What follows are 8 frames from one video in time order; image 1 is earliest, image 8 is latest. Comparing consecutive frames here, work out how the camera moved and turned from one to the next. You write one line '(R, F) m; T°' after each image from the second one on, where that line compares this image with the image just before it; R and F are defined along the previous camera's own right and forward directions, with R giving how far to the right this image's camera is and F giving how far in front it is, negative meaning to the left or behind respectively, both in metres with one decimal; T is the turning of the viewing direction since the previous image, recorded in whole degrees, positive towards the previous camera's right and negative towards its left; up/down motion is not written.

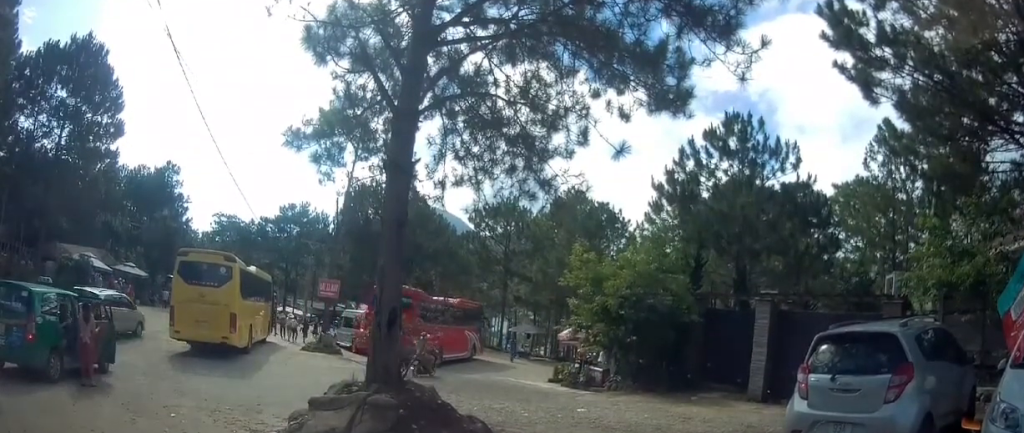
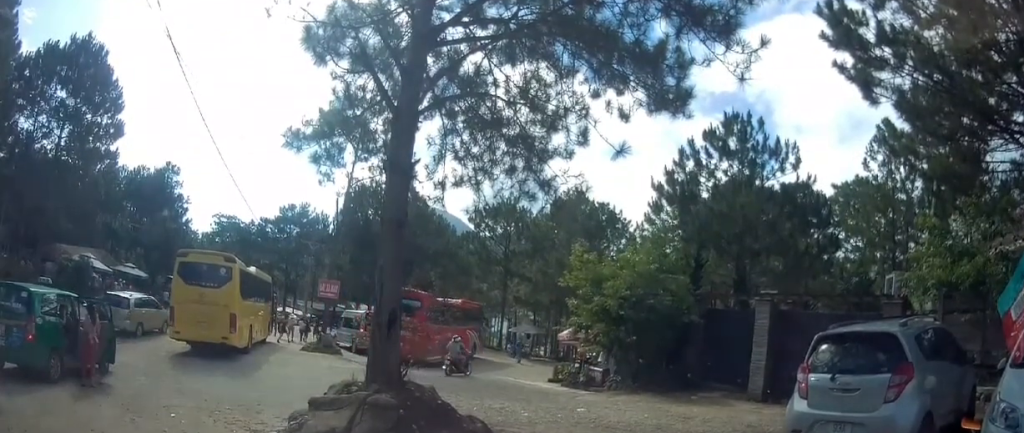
(0.0, 0.0) m; 0°
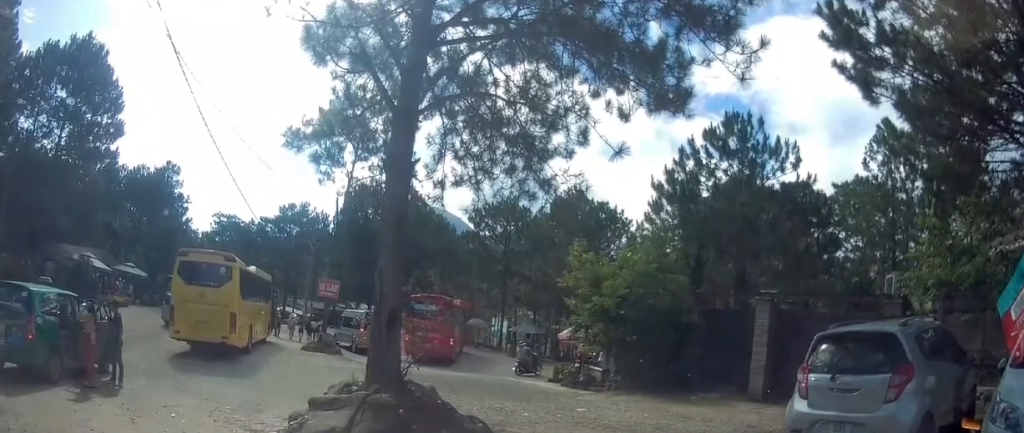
(0.0, 0.0) m; 0°
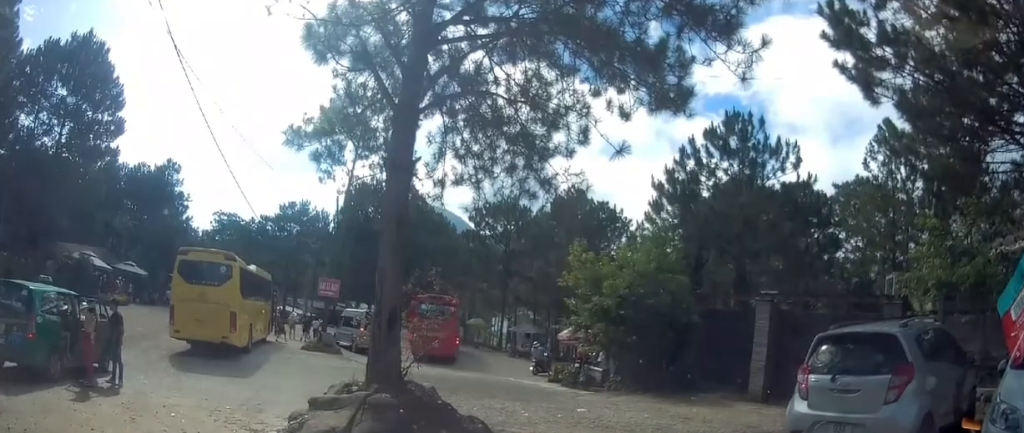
(0.0, 0.0) m; 0°
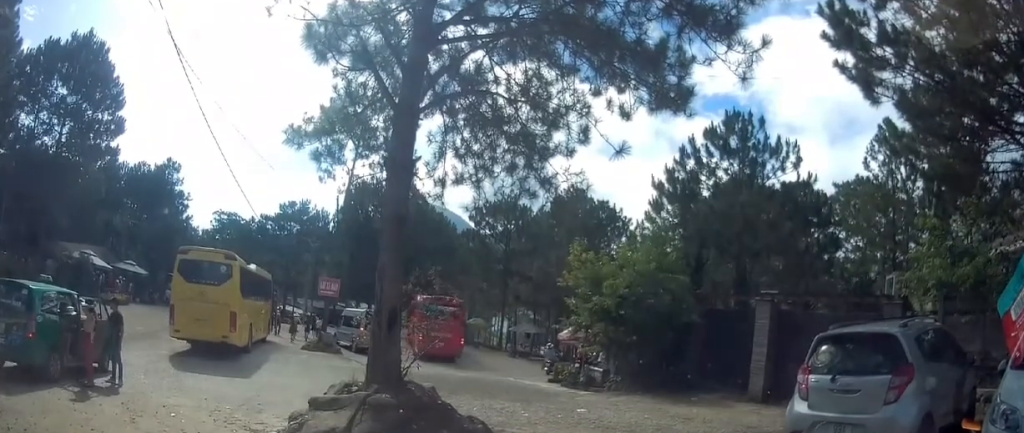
(0.0, 0.0) m; 0°
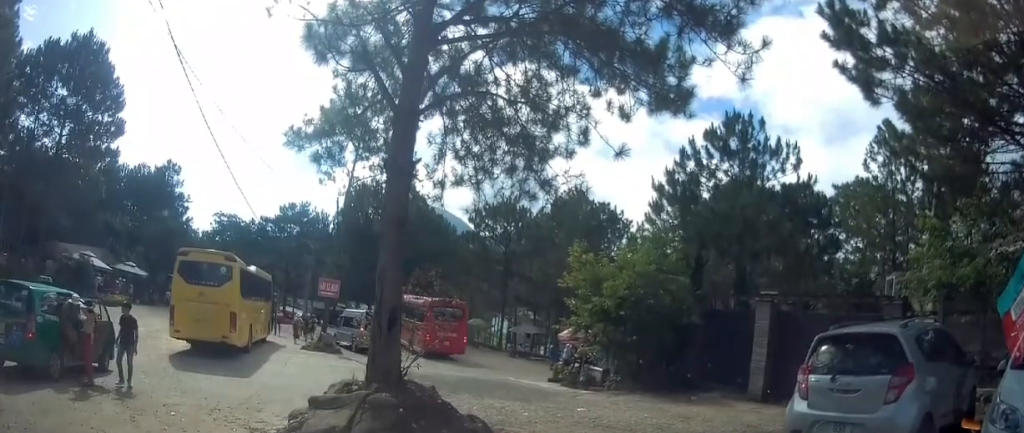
(0.0, 0.0) m; 0°
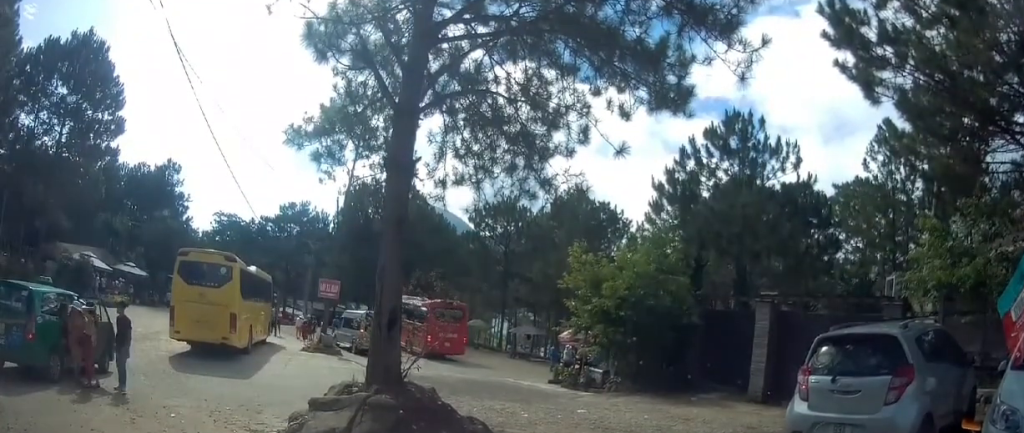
(0.0, 0.0) m; 0°
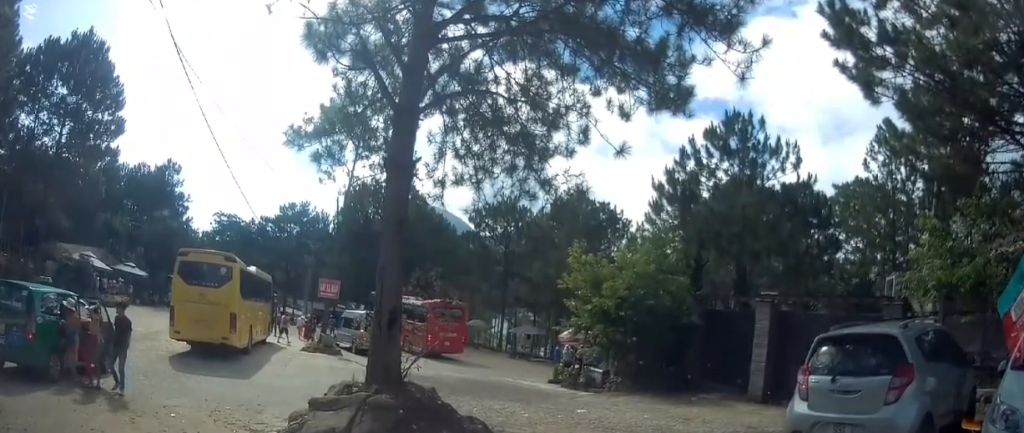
(0.0, 0.0) m; 0°
